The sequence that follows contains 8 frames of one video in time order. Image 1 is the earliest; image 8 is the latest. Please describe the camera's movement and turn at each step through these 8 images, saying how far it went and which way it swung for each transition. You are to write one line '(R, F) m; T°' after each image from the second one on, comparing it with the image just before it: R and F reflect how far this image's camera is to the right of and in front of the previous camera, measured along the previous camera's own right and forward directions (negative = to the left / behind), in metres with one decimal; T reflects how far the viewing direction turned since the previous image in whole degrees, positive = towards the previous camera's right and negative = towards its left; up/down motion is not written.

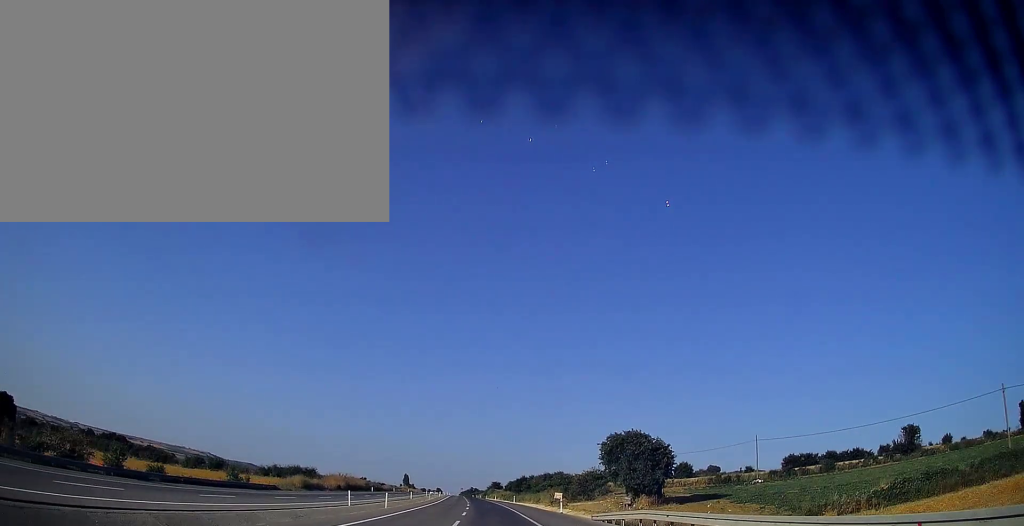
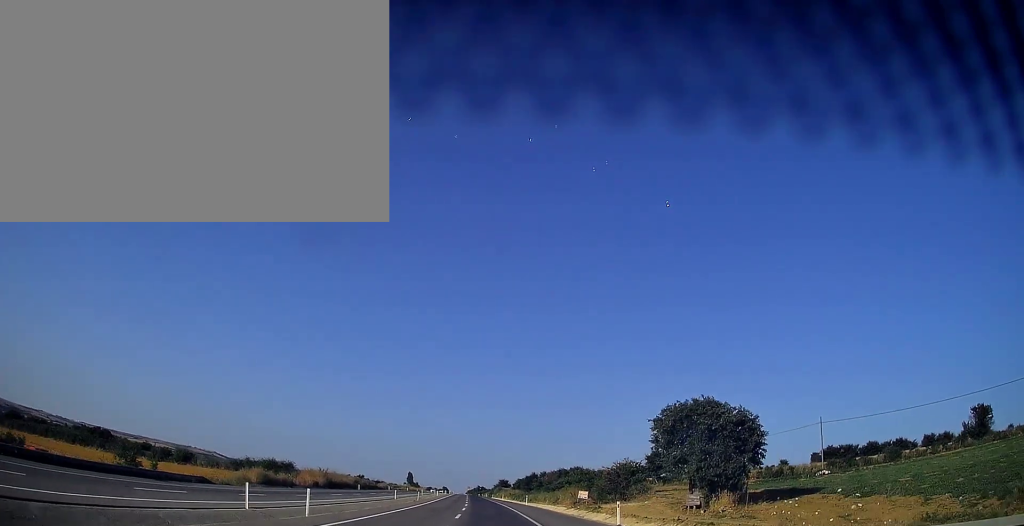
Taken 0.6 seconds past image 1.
(-0.2, +18.6) m; -1°
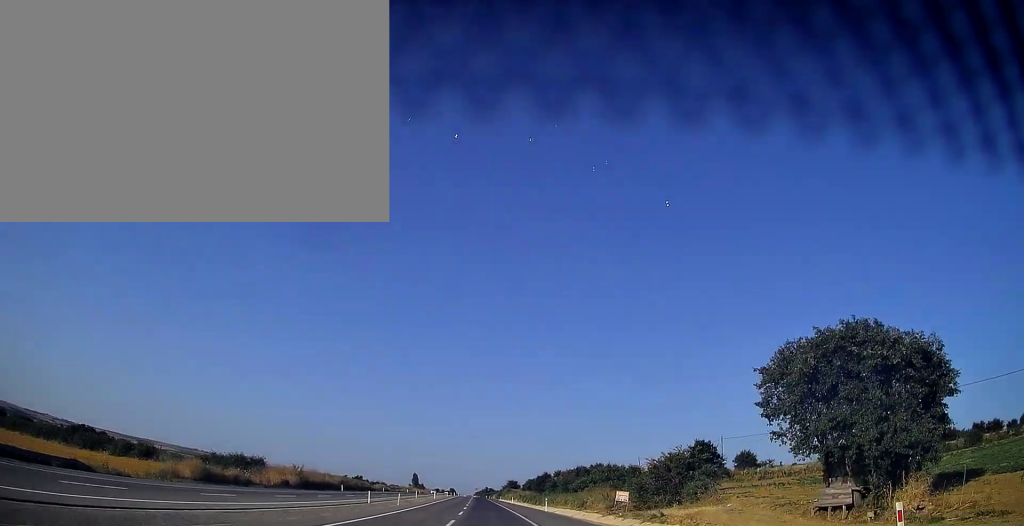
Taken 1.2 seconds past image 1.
(-0.1, +17.6) m; -1°
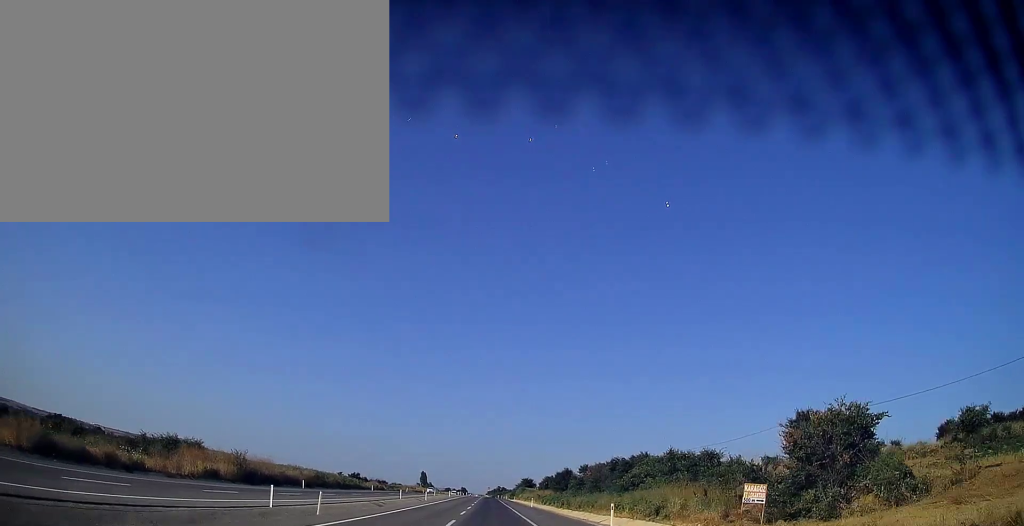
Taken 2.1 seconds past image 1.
(-0.1, +24.4) m; -1°
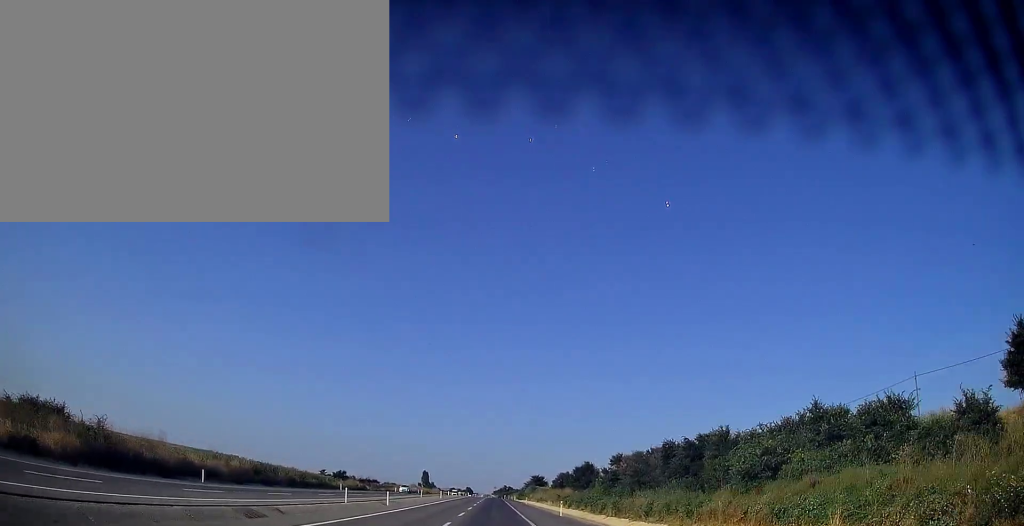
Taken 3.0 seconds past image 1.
(-0.4, +26.4) m; -1°
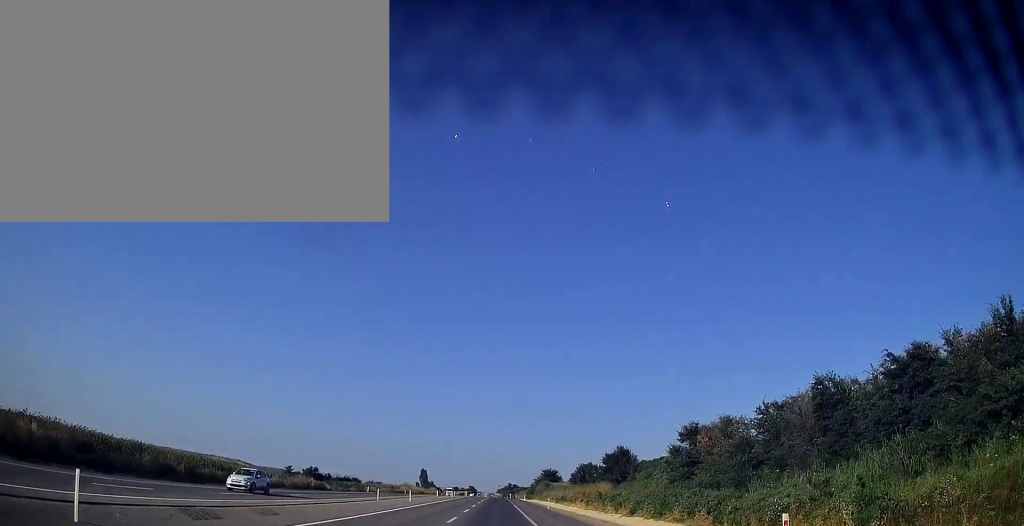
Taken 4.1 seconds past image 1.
(-0.2, +32.3) m; 0°
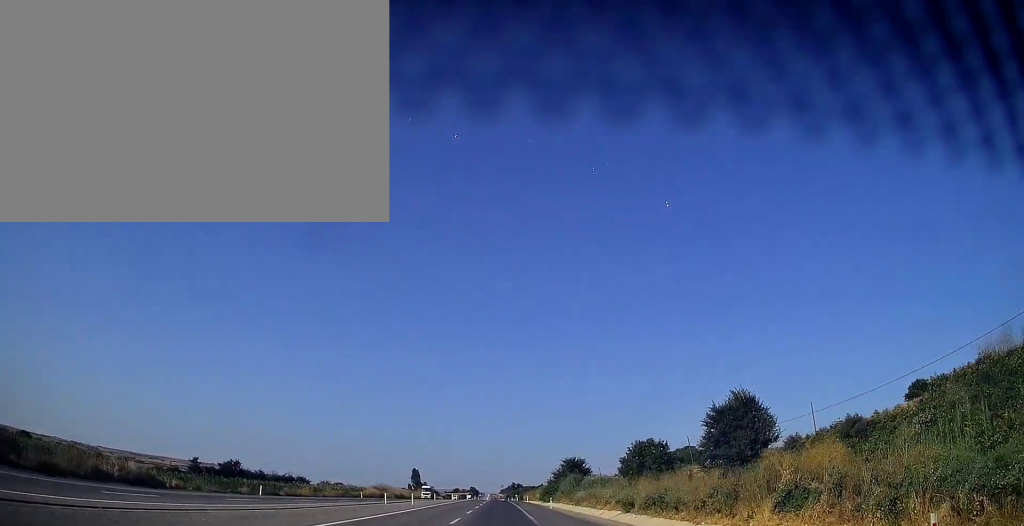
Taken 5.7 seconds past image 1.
(0.0, +48.2) m; 0°
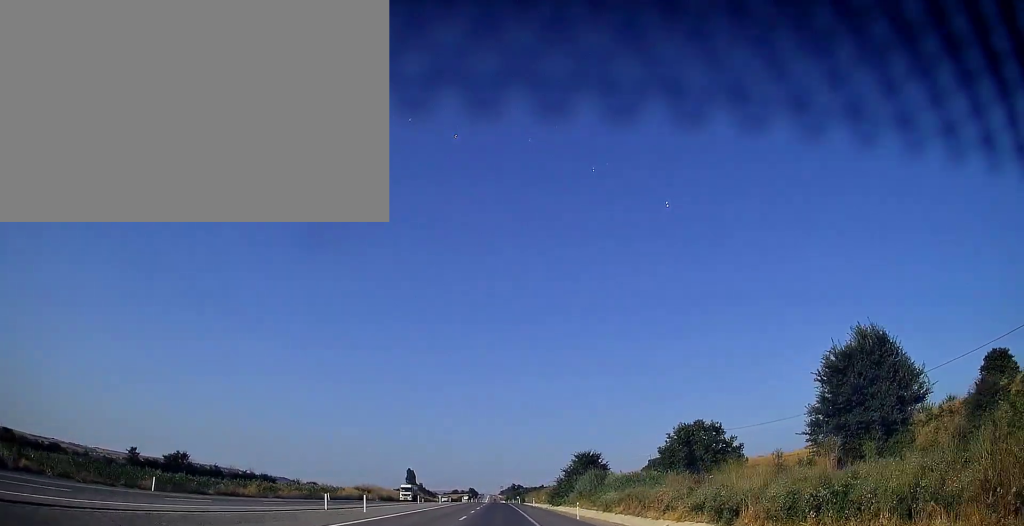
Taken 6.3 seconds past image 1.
(0.0, +18.8) m; 0°
